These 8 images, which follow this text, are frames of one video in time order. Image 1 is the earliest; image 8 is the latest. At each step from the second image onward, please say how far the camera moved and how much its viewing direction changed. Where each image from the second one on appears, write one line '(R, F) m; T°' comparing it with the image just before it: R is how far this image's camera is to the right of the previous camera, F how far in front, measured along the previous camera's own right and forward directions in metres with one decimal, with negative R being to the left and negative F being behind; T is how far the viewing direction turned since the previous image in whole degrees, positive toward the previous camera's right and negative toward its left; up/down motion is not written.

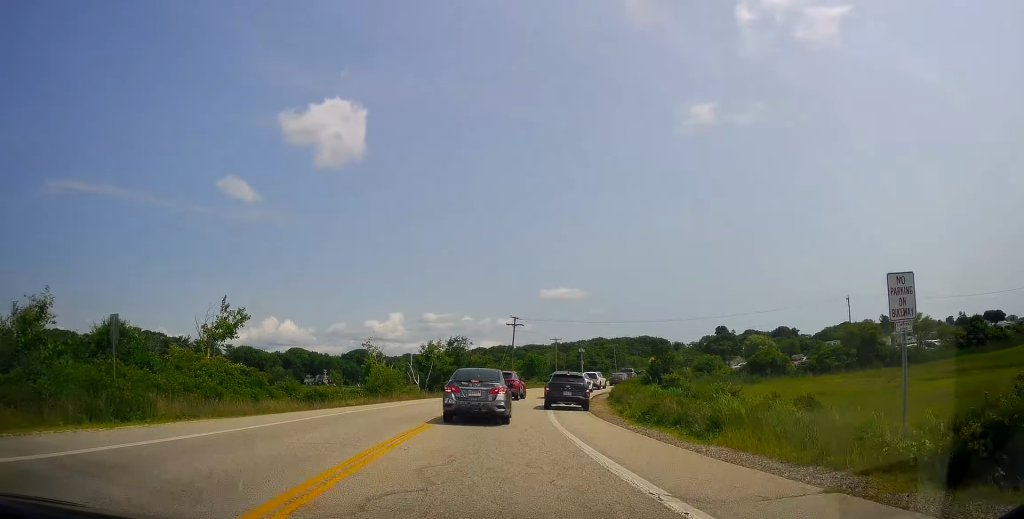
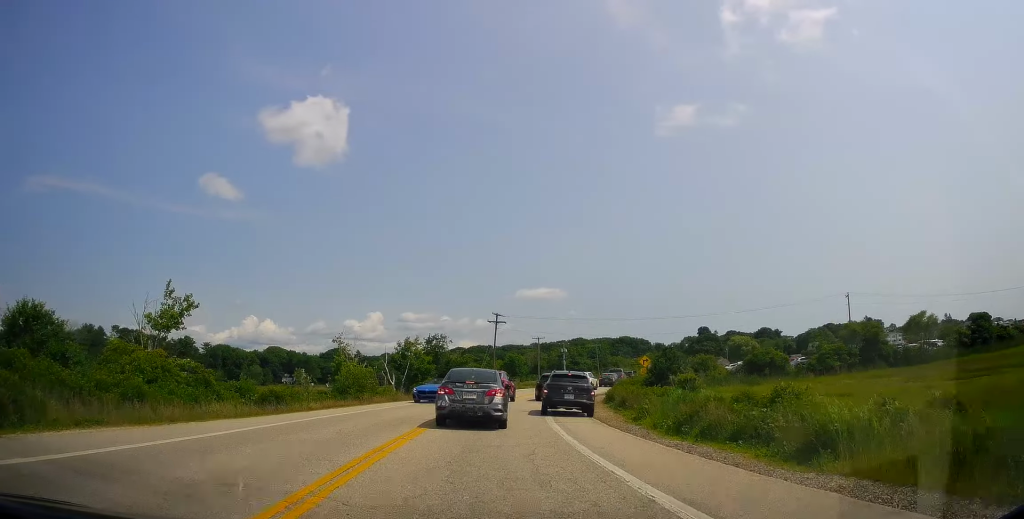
(-0.2, +3.9) m; +1°
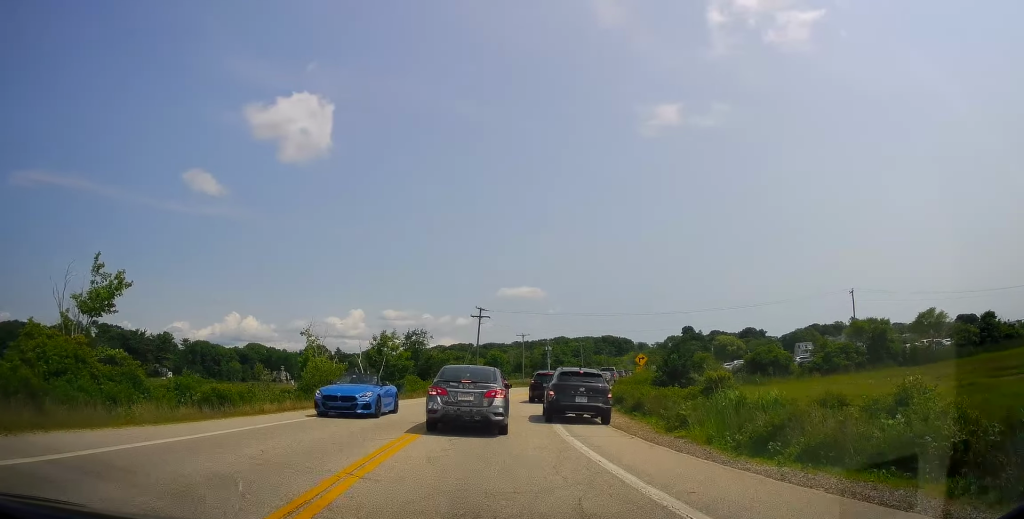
(+0.3, +4.2) m; -2°
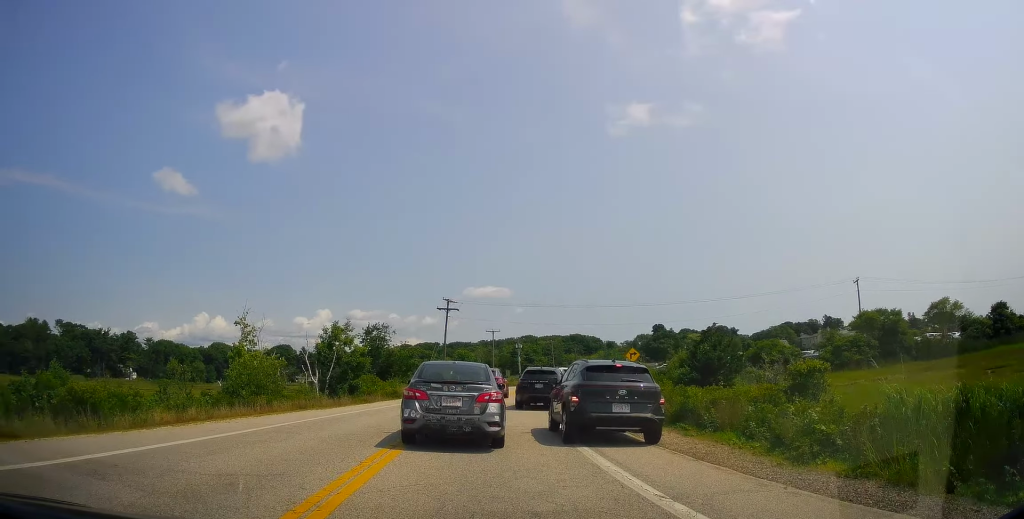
(-0.4, +6.1) m; +5°
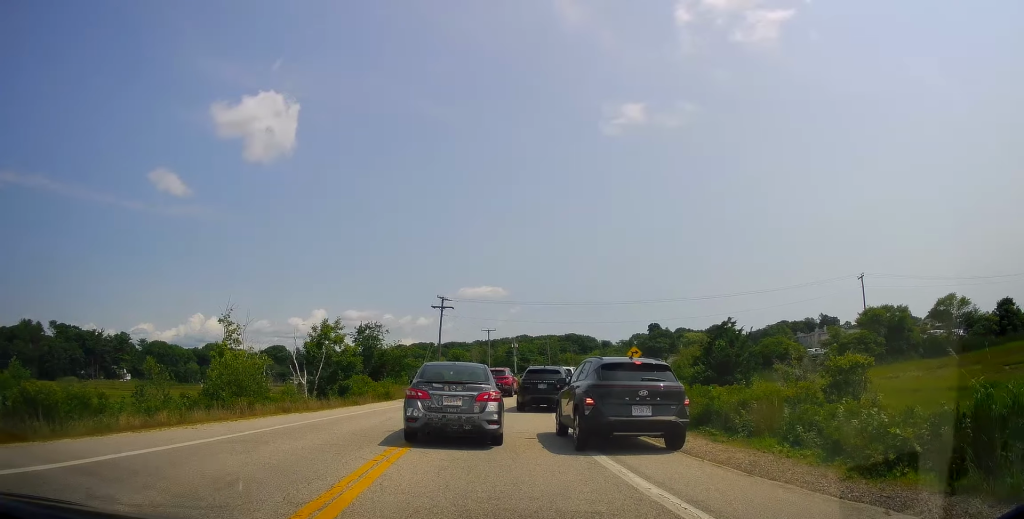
(+0.1, +1.7) m; -2°
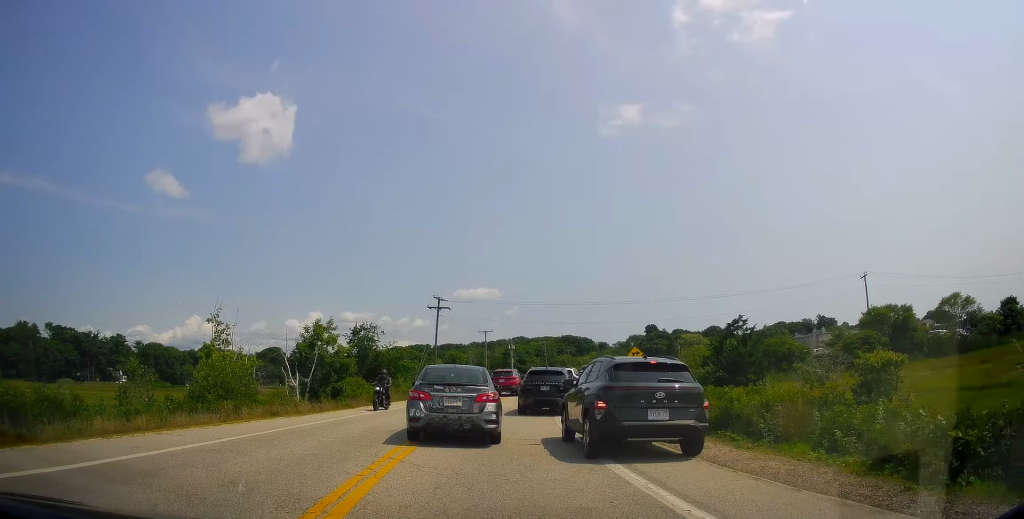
(+0.1, +1.1) m; -2°
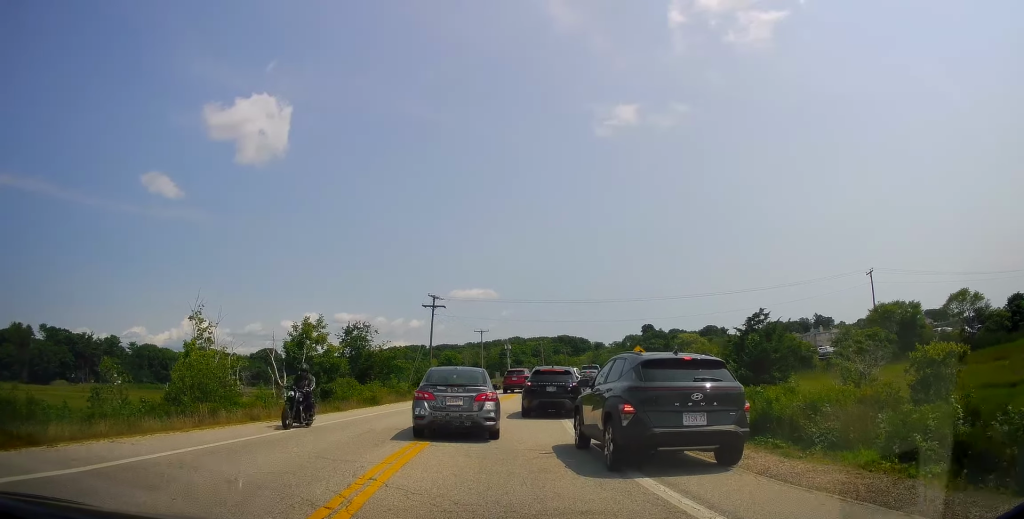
(-0.3, +2.0) m; 0°
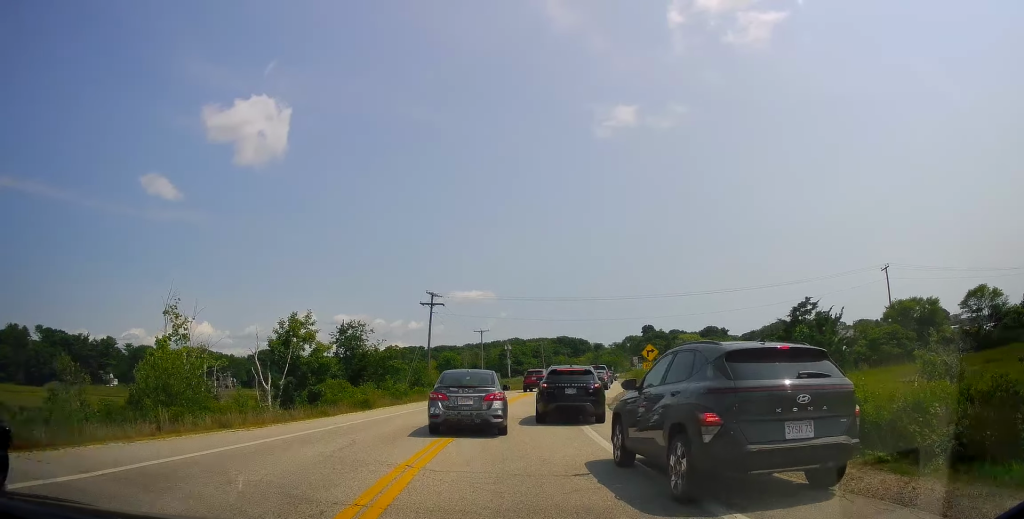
(-0.1, +2.9) m; +2°
